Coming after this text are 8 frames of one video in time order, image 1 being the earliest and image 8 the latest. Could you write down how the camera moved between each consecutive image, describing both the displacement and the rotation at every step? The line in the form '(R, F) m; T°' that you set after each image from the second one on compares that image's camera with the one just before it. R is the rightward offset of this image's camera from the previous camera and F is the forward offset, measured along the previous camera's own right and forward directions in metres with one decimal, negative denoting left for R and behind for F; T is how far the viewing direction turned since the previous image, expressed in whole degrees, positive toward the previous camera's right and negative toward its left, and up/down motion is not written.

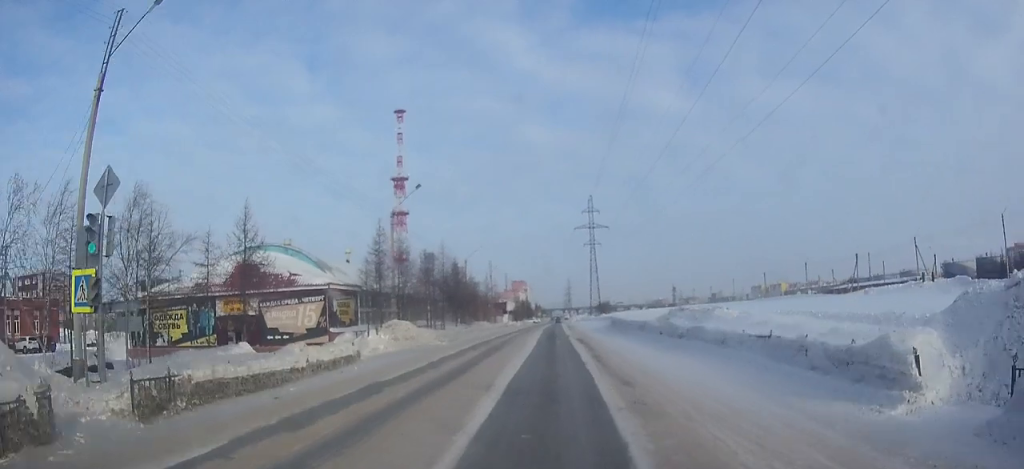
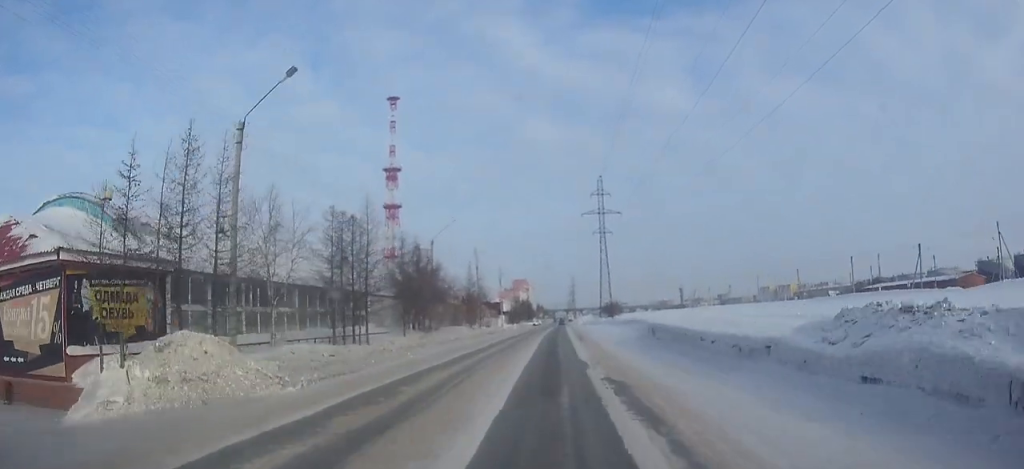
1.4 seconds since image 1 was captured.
(-0.1, +23.1) m; -1°
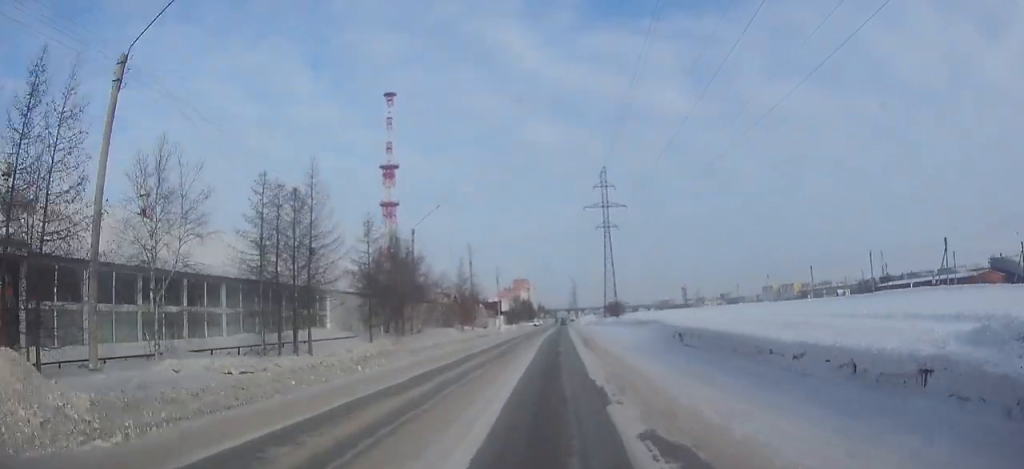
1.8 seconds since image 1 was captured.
(0.0, +7.9) m; 0°
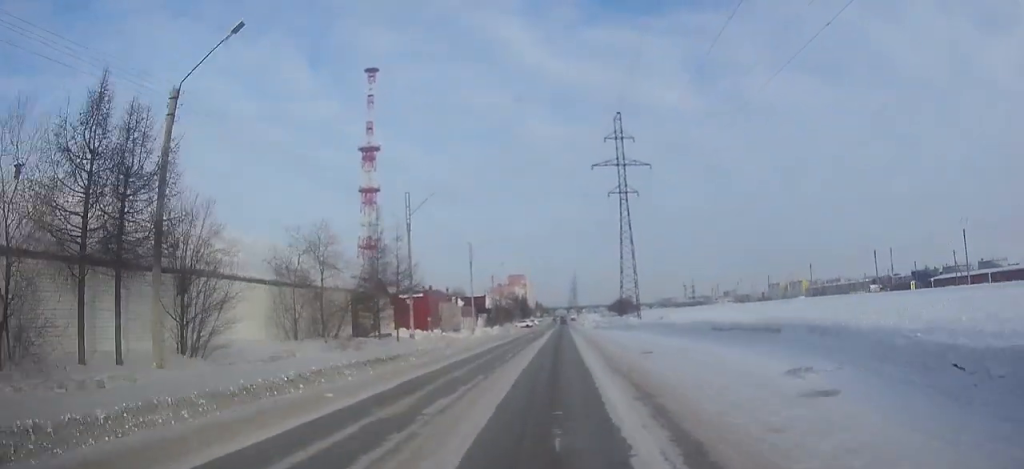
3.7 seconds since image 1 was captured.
(0.0, +32.5) m; 0°
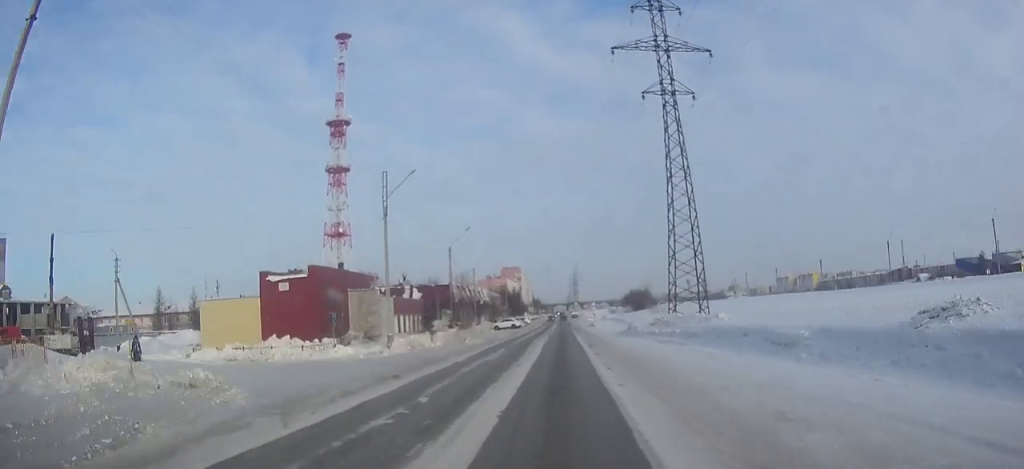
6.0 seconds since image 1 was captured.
(0.0, +38.8) m; 0°
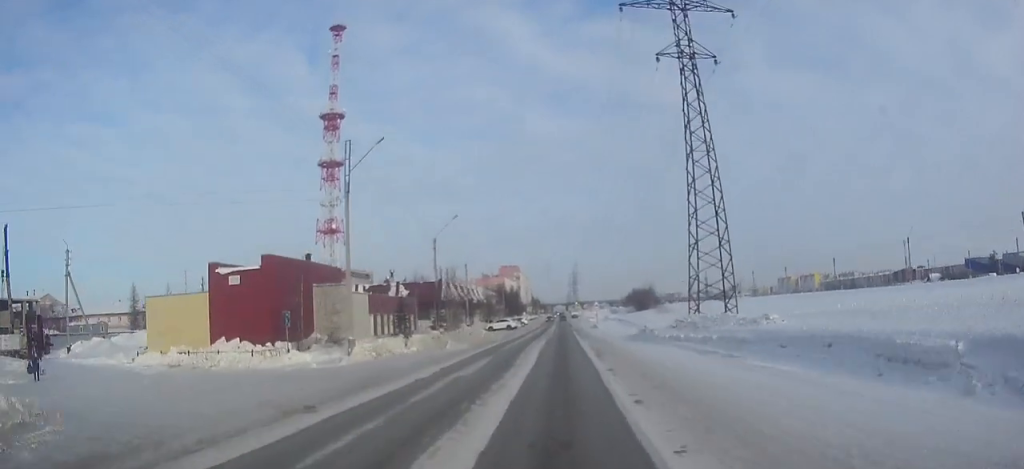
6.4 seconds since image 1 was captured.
(0.0, +7.6) m; 0°
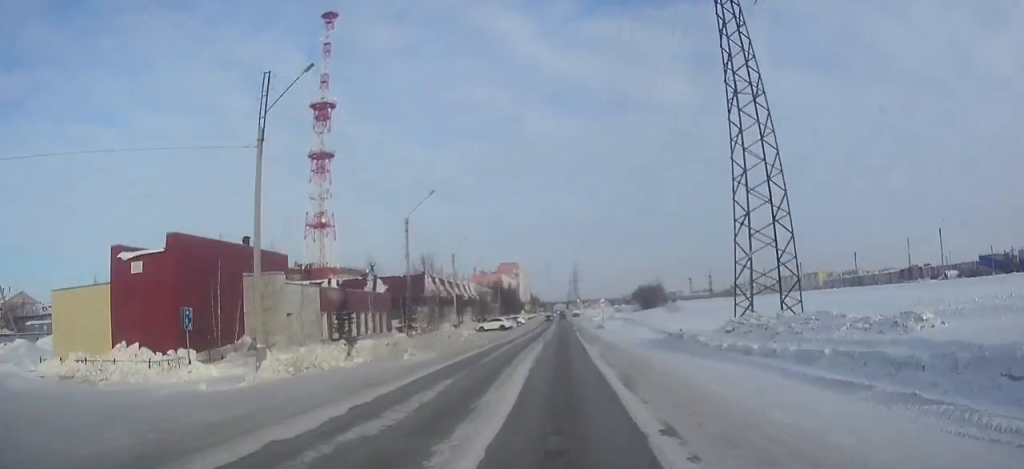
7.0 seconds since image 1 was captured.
(0.0, +10.5) m; 0°
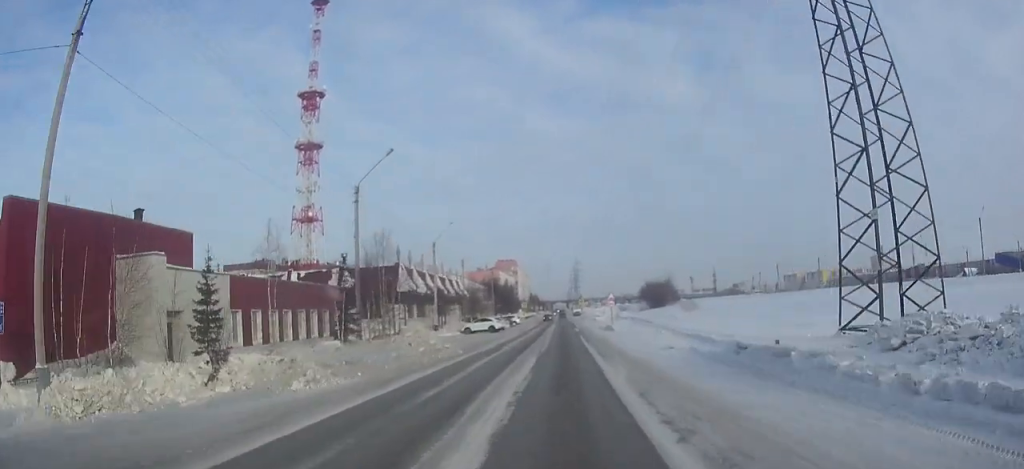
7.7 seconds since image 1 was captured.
(0.0, +11.6) m; 0°
